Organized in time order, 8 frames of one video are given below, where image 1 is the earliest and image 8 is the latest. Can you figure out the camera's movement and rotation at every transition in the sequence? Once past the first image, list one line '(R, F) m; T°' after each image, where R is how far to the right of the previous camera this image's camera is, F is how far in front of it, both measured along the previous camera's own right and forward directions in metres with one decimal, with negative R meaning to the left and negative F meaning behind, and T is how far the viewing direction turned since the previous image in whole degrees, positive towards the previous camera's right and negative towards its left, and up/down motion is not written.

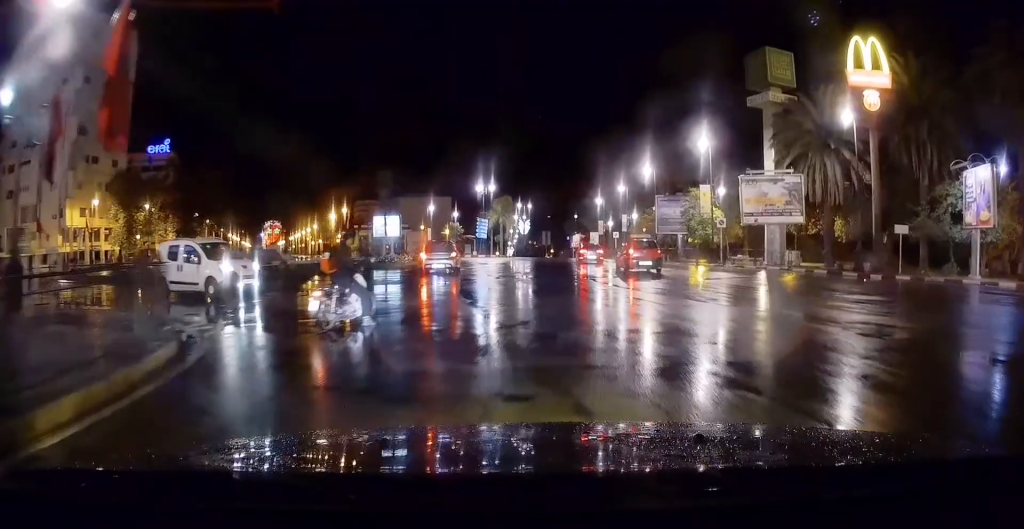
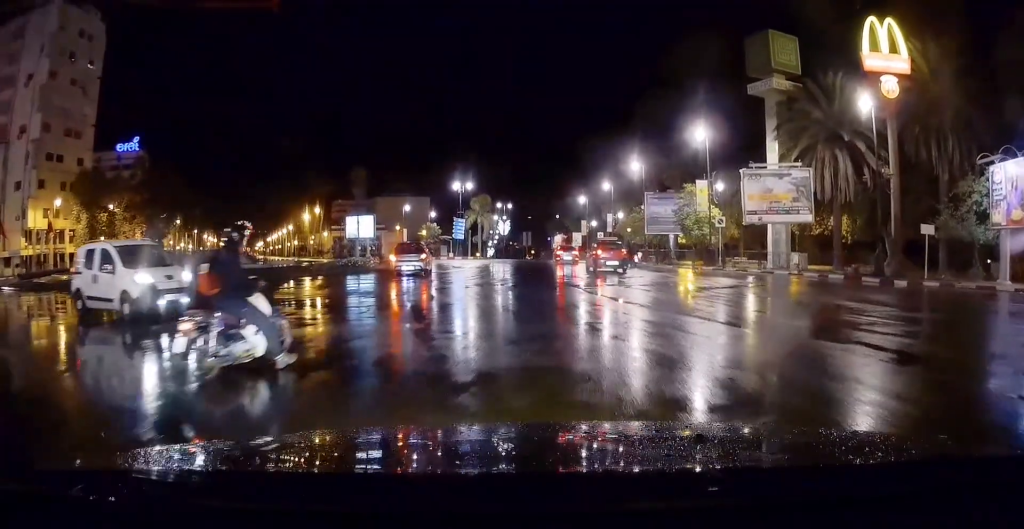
(0.0, +4.1) m; +1°
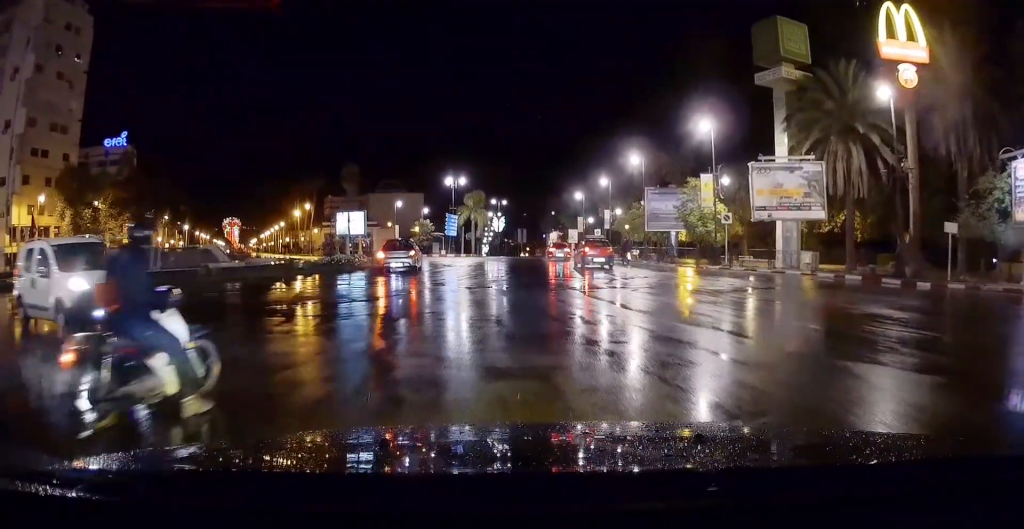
(0.0, +2.2) m; +1°
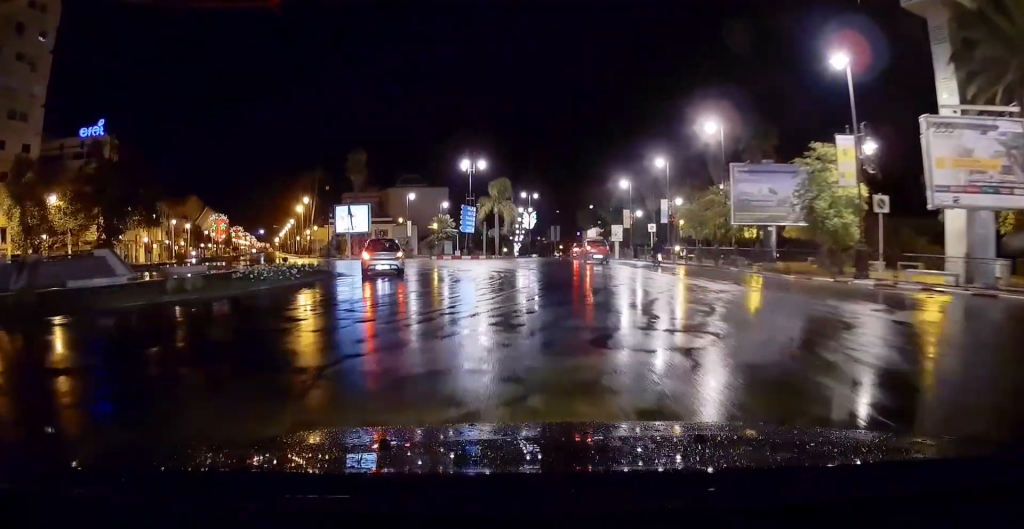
(0.0, +13.4) m; -3°
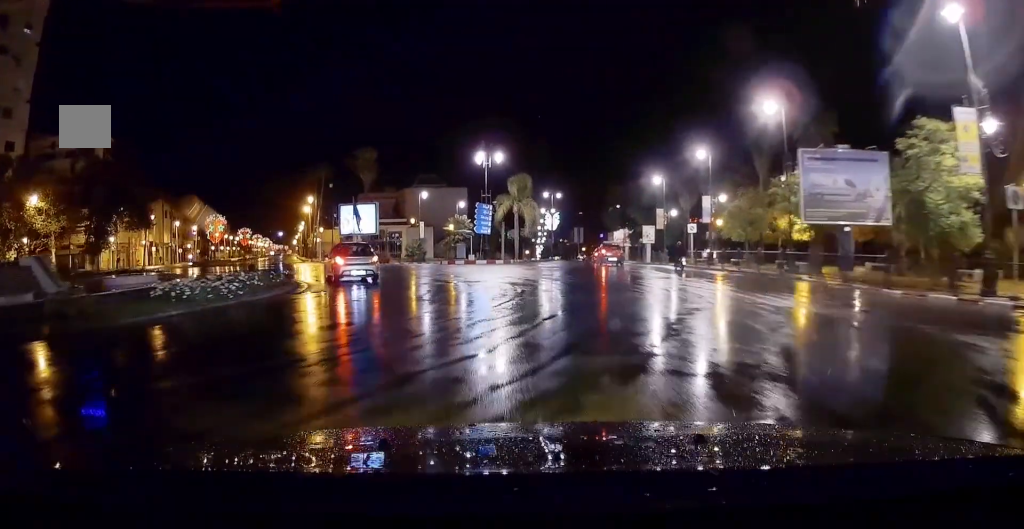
(-0.2, +6.2) m; -2°
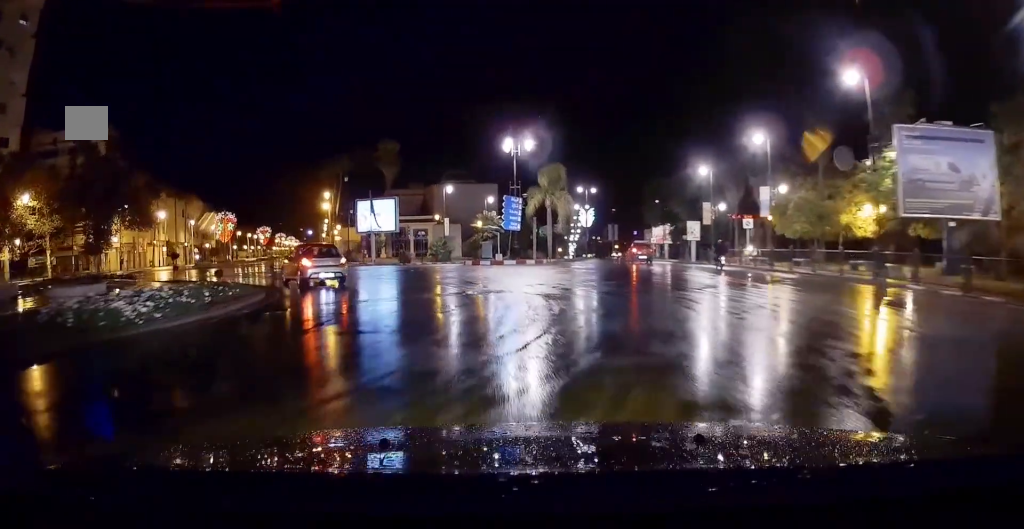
(-0.1, +5.4) m; -1°
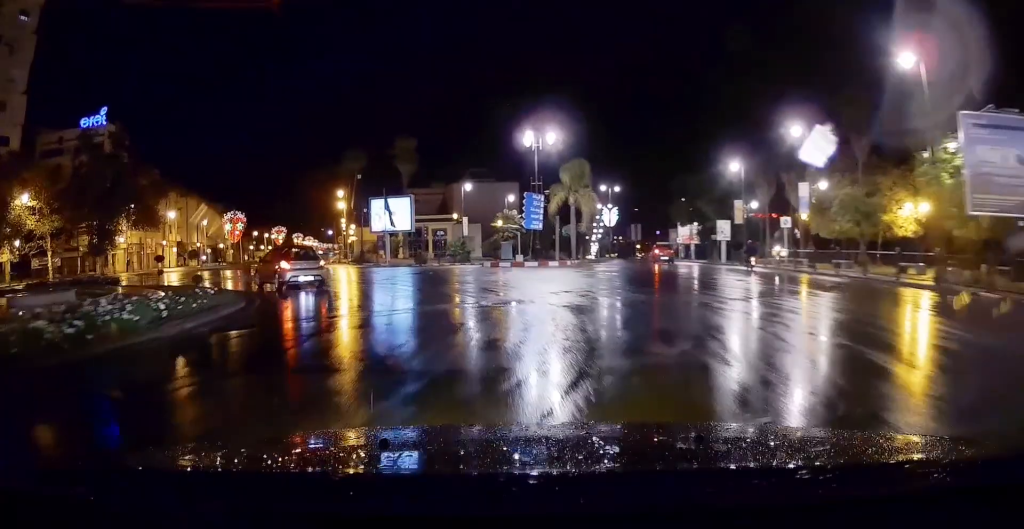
(0.0, +2.8) m; -2°
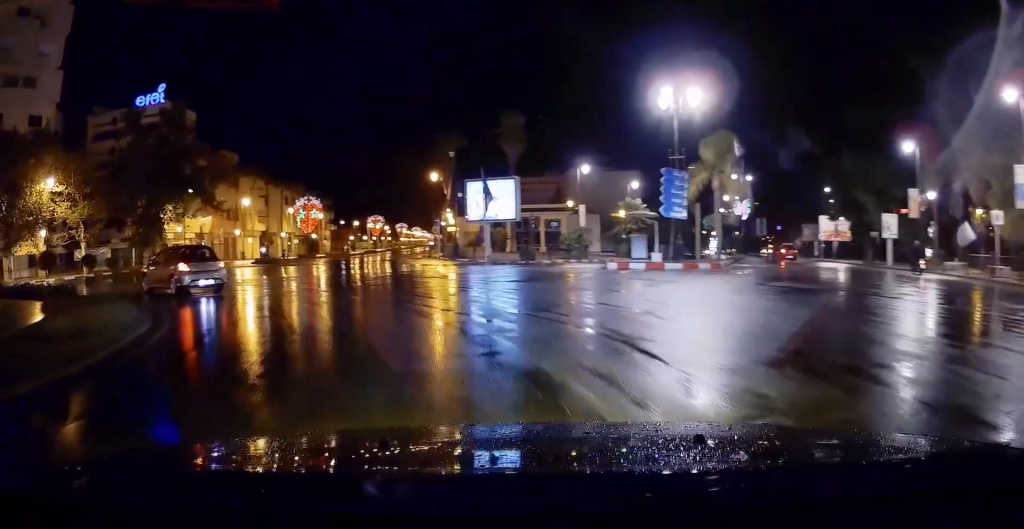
(-0.9, +10.3) m; -11°
